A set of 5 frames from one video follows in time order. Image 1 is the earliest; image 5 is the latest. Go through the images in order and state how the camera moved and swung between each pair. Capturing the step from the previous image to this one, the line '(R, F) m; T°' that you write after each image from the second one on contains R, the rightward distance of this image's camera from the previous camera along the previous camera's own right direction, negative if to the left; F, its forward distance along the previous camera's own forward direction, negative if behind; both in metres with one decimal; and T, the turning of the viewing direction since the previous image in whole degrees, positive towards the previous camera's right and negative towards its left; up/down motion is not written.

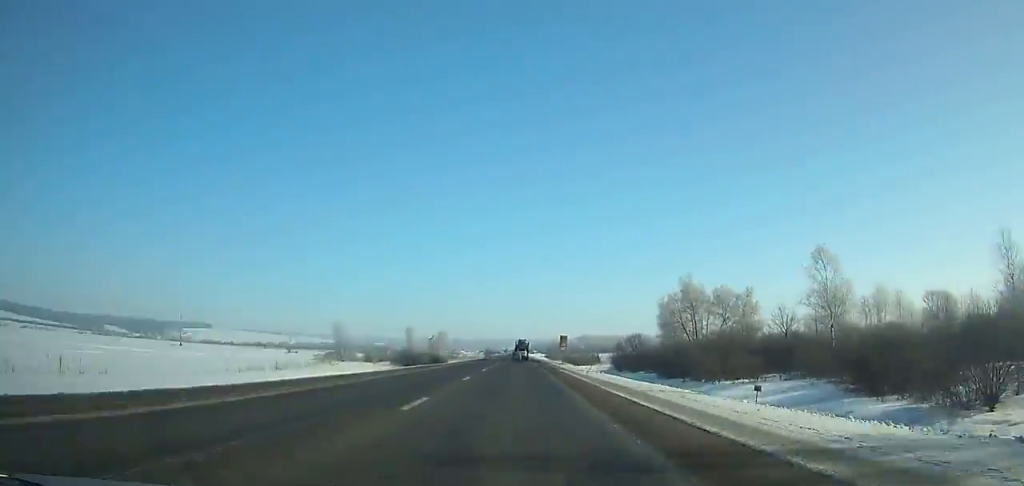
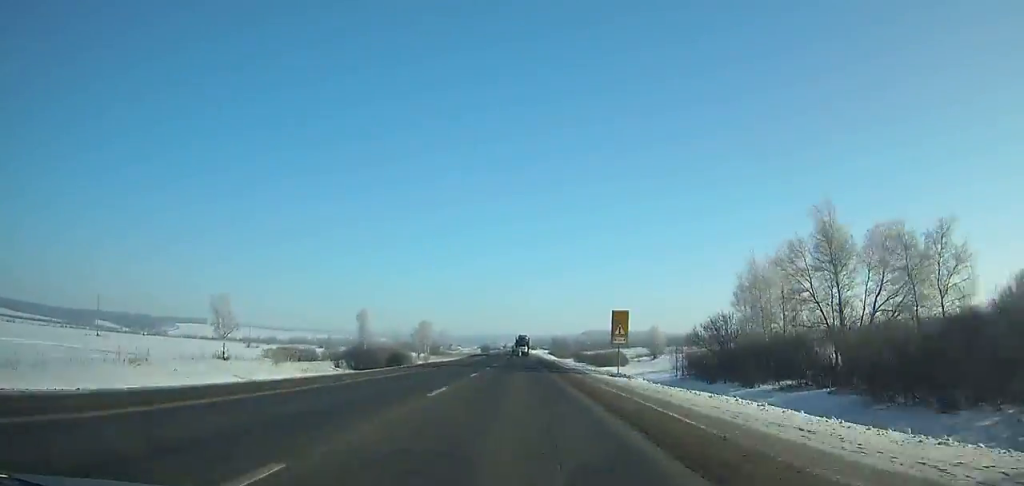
(+0.2, +44.8) m; 0°
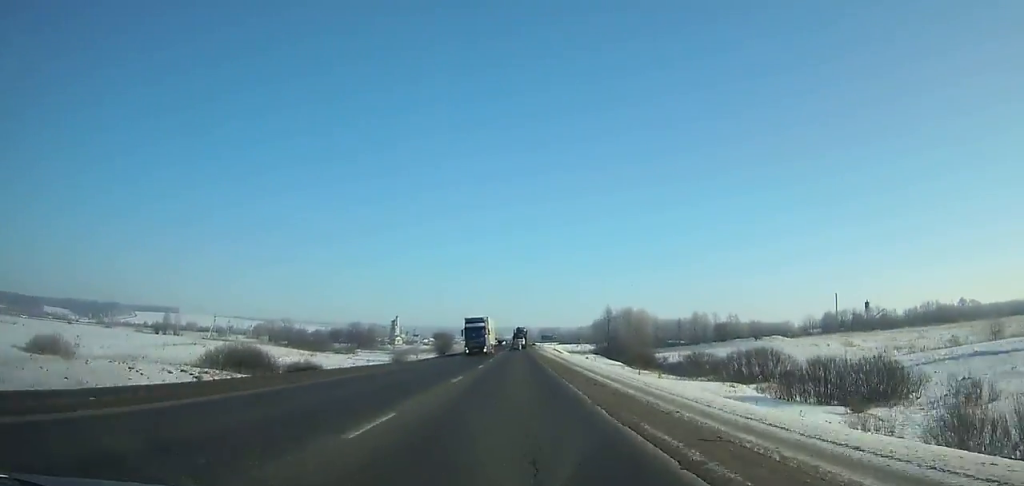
(+0.6, +223.0) m; 0°
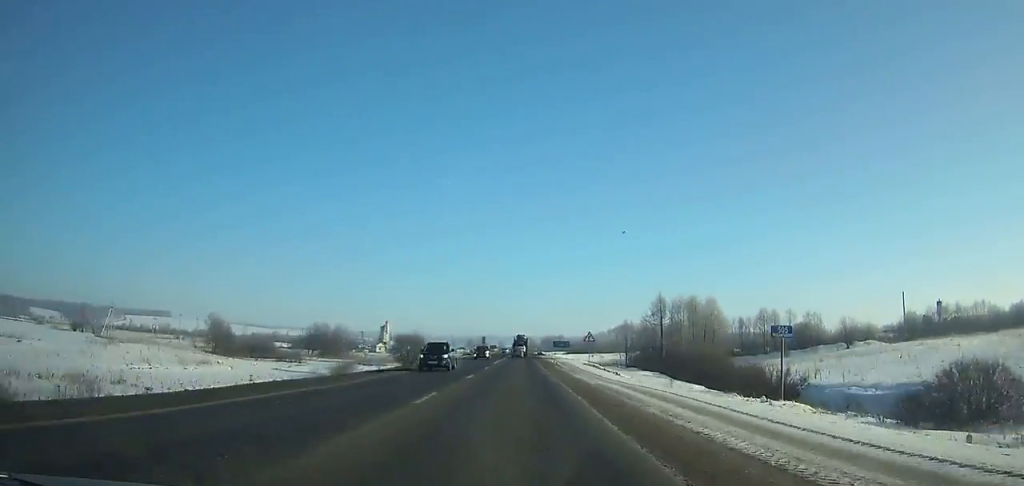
(-0.2, +54.0) m; 0°
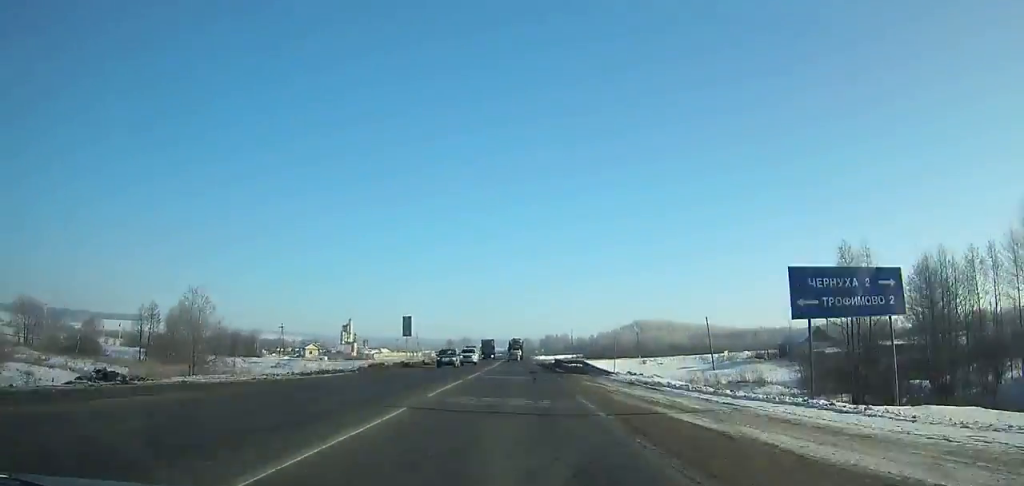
(-0.2, +104.5) m; 0°
